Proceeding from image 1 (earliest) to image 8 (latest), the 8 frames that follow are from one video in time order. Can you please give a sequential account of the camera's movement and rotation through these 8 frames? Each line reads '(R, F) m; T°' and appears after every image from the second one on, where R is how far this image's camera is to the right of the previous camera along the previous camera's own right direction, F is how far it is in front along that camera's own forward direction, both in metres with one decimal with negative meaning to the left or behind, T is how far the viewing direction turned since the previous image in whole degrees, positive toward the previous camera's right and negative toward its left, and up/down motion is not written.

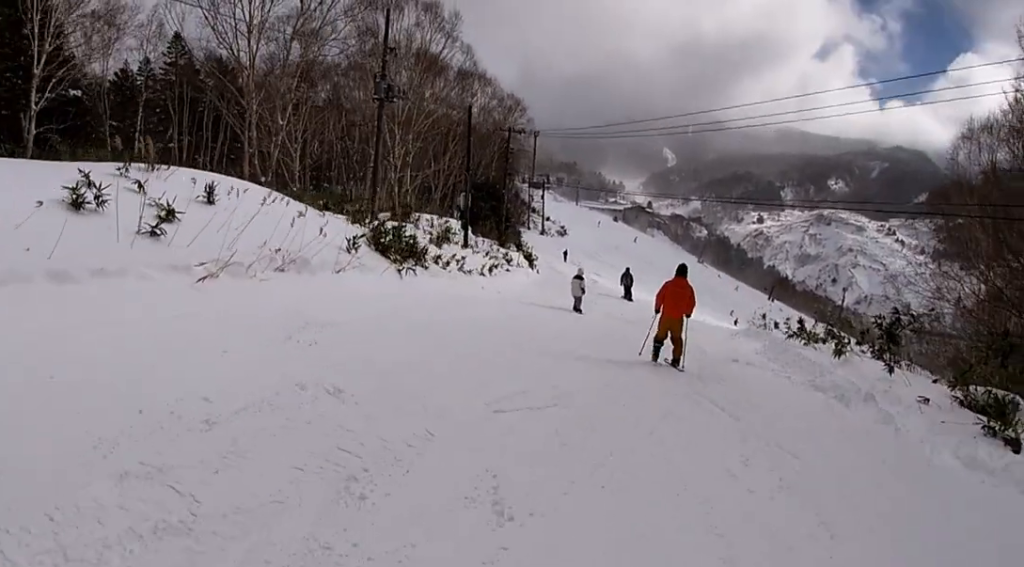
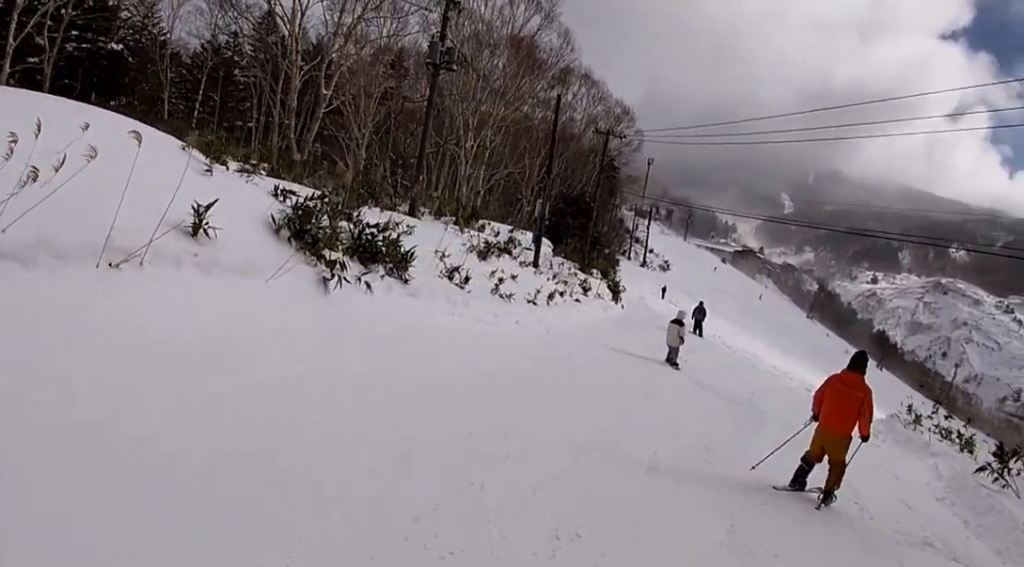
(-0.9, +6.6) m; -11°
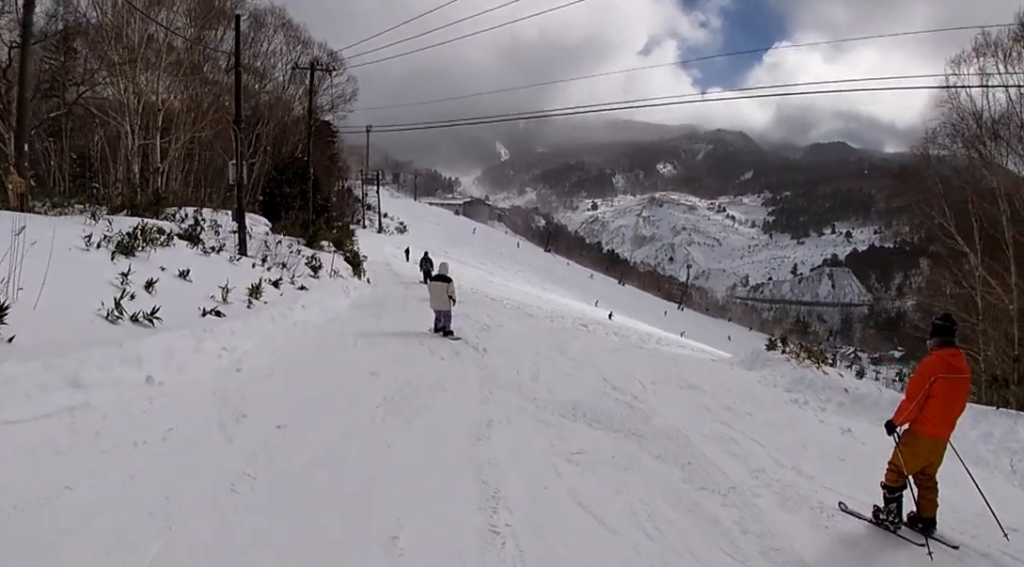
(+0.6, +7.7) m; 0°
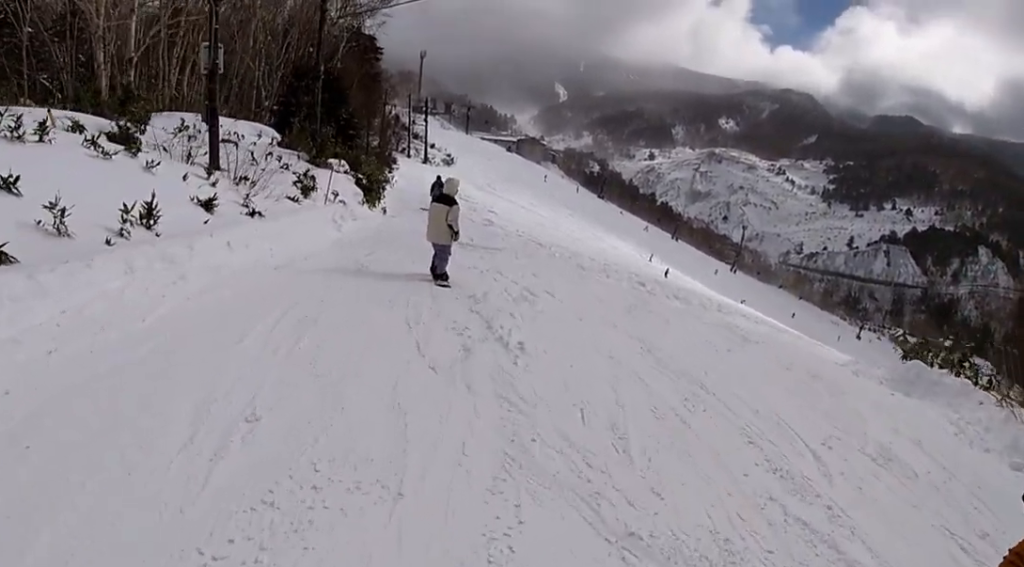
(-1.3, +4.9) m; -1°
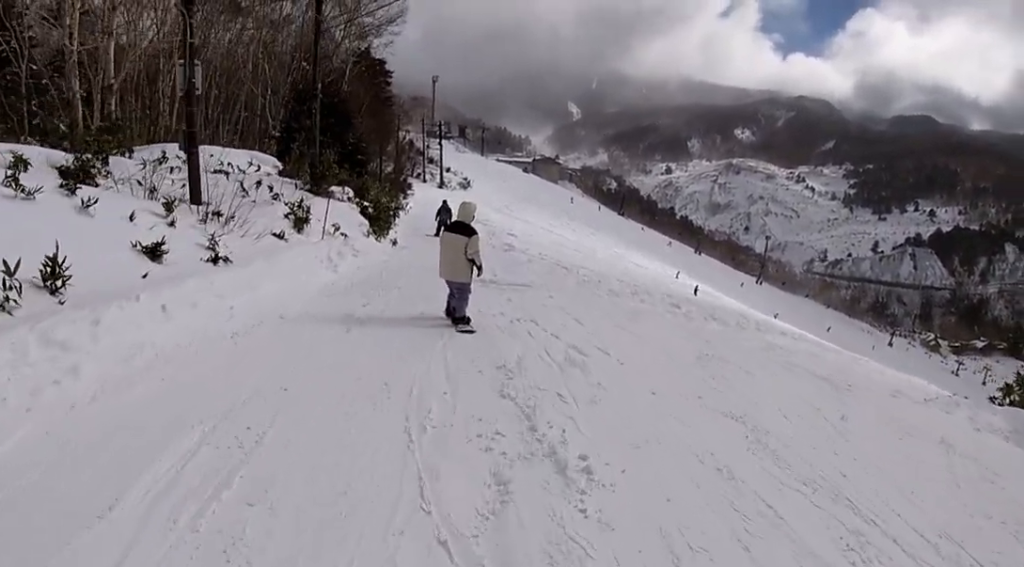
(+0.6, +2.3) m; +11°
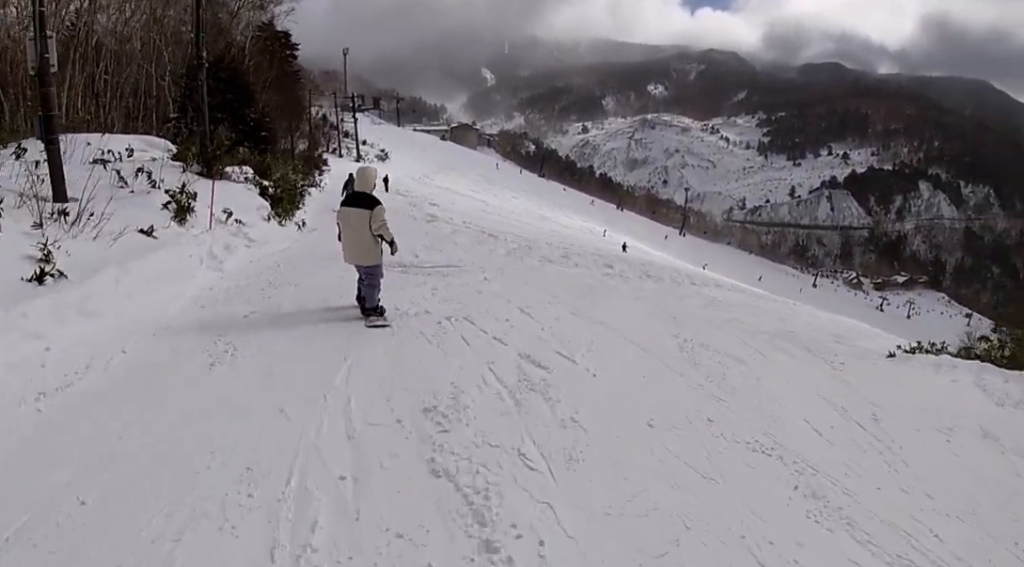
(+0.1, +2.0) m; +9°
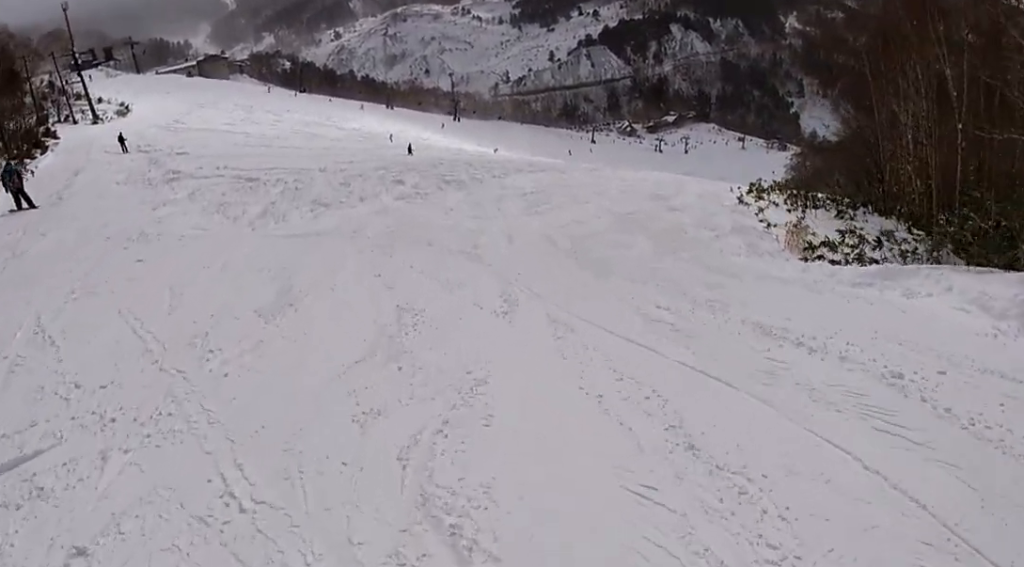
(+1.5, +7.1) m; +19°
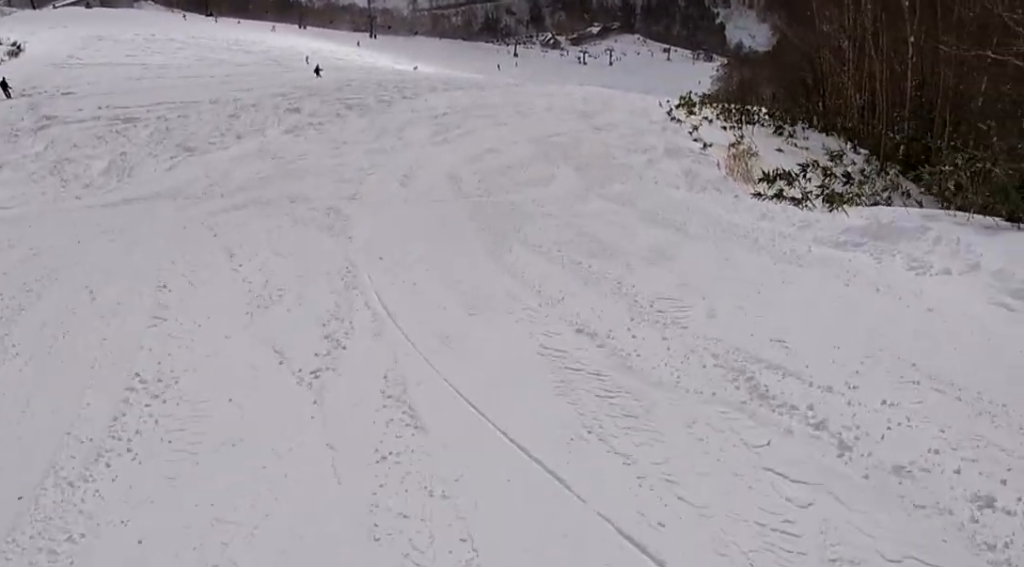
(0.0, +3.1) m; +7°
